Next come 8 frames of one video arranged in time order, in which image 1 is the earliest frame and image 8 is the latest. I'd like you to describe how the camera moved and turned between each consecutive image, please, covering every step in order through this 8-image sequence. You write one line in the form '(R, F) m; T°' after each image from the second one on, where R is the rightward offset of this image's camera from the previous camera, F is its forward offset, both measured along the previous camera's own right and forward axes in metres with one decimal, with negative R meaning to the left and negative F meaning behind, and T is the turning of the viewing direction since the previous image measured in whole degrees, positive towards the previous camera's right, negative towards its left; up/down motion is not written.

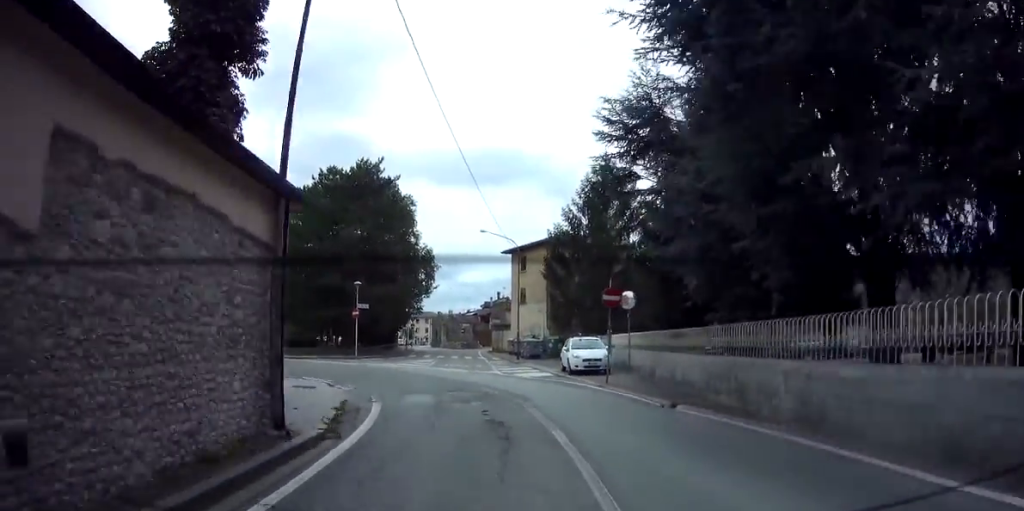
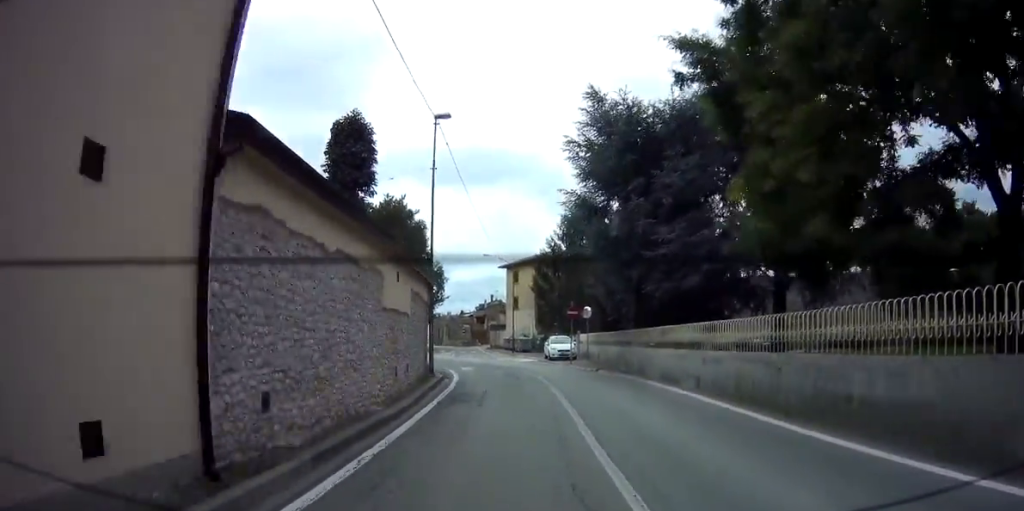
(+0.4, +12.3) m; +3°
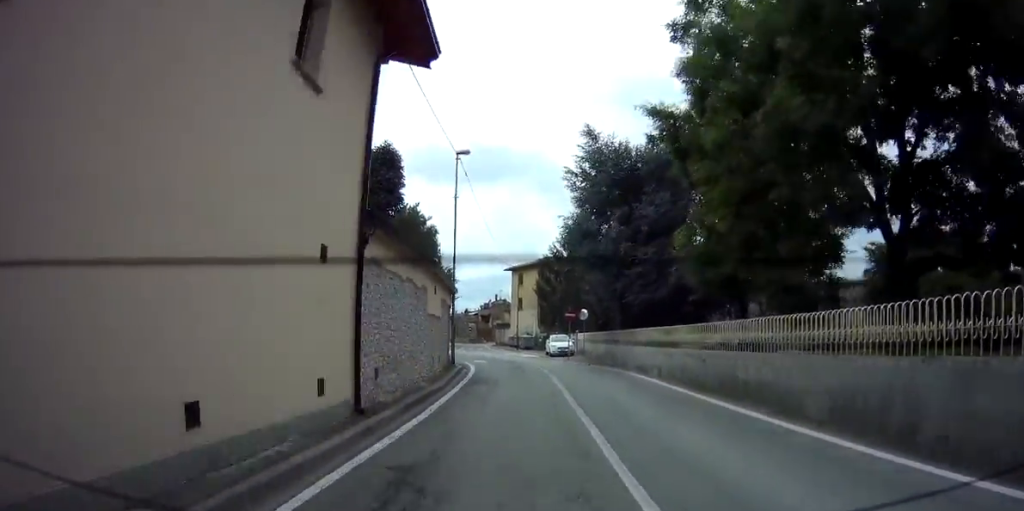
(+0.1, +5.1) m; +2°
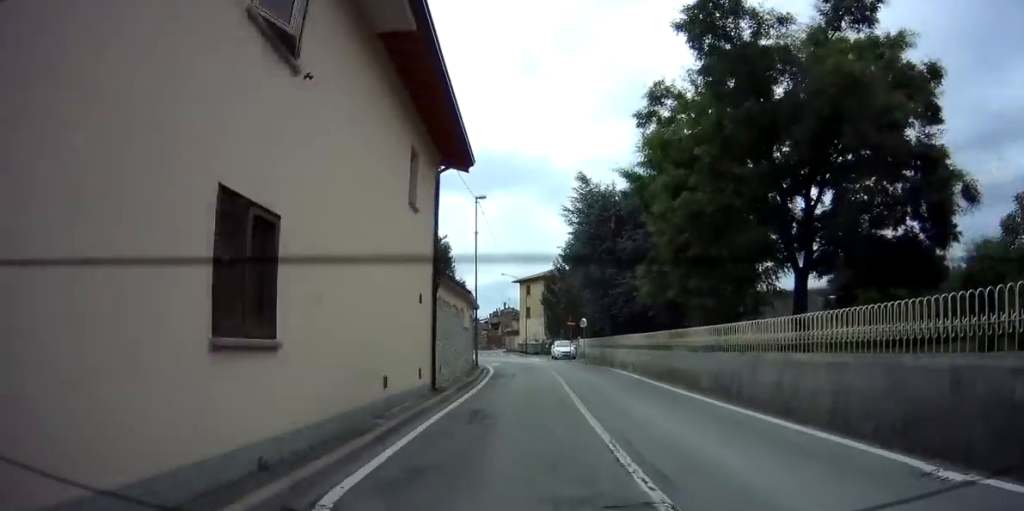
(+0.1, +6.2) m; +3°
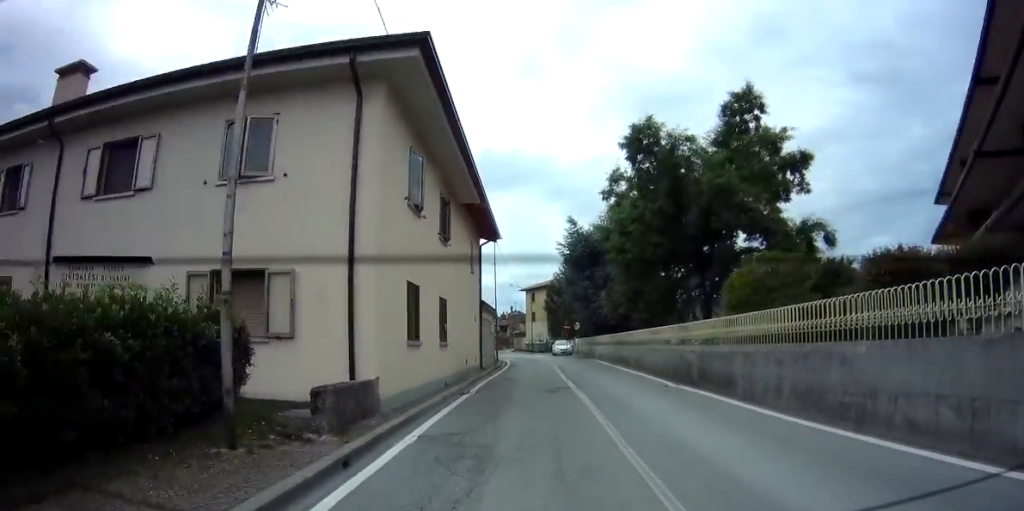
(+0.7, +9.7) m; +12°
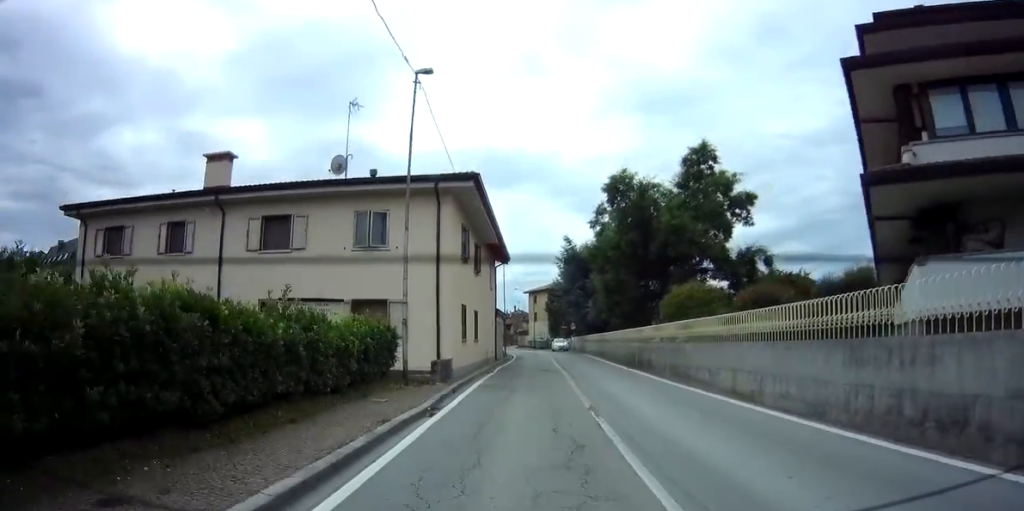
(+0.6, +5.7) m; +11°
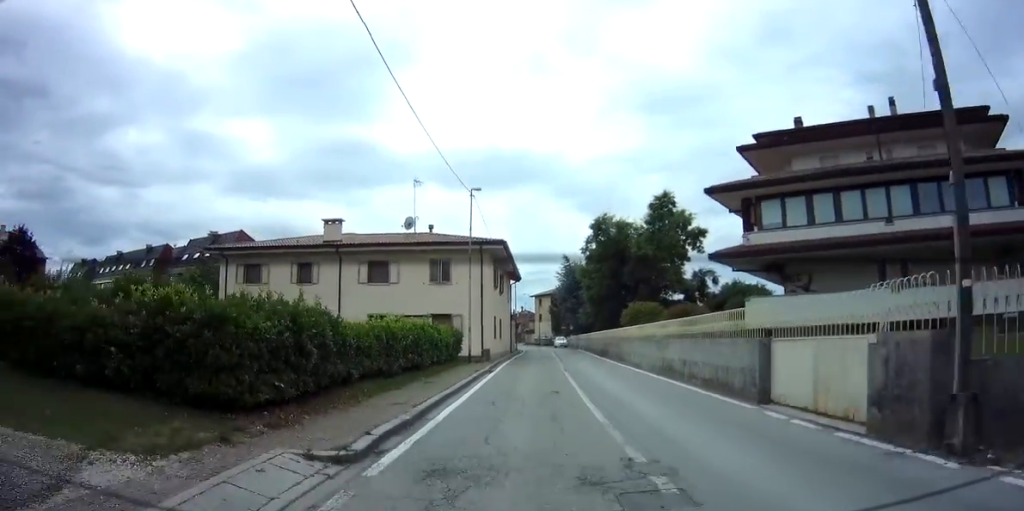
(+0.9, +7.5) m; -8°
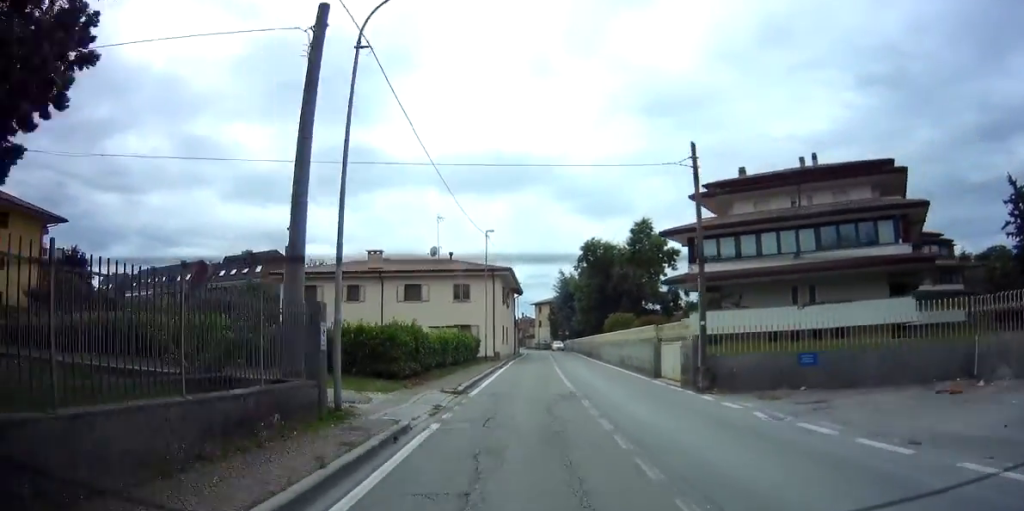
(-1.4, +5.7) m; -14°
